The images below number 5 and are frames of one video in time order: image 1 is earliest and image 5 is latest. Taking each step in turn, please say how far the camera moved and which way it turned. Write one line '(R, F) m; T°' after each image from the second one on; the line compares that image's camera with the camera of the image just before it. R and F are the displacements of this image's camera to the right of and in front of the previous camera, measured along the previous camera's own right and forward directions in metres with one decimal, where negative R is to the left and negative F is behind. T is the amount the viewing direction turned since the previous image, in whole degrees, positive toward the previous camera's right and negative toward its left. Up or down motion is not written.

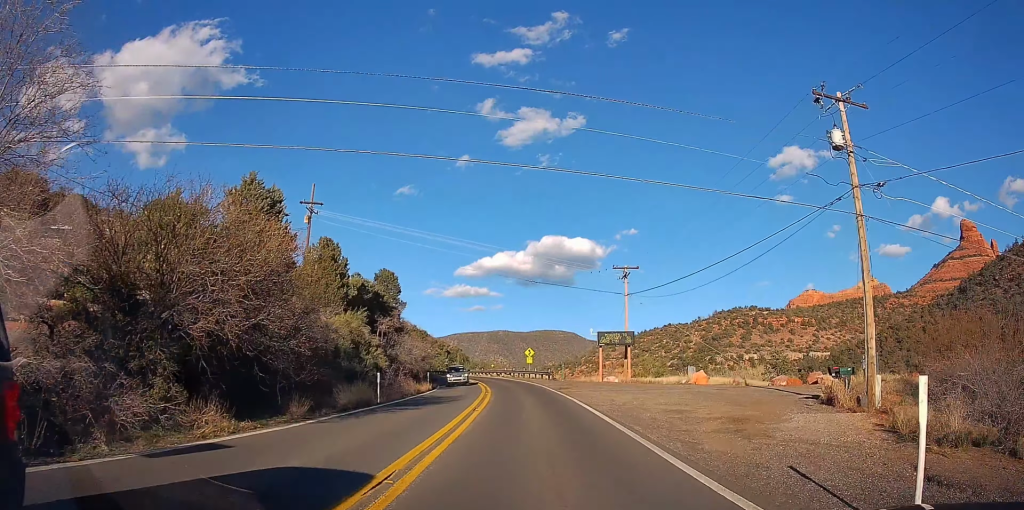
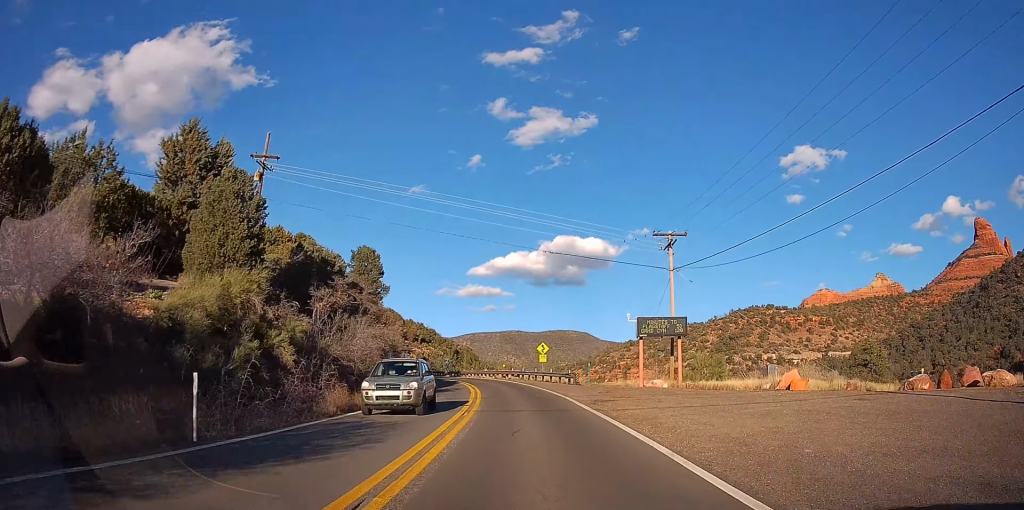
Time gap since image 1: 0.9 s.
(-0.2, +14.3) m; -2°
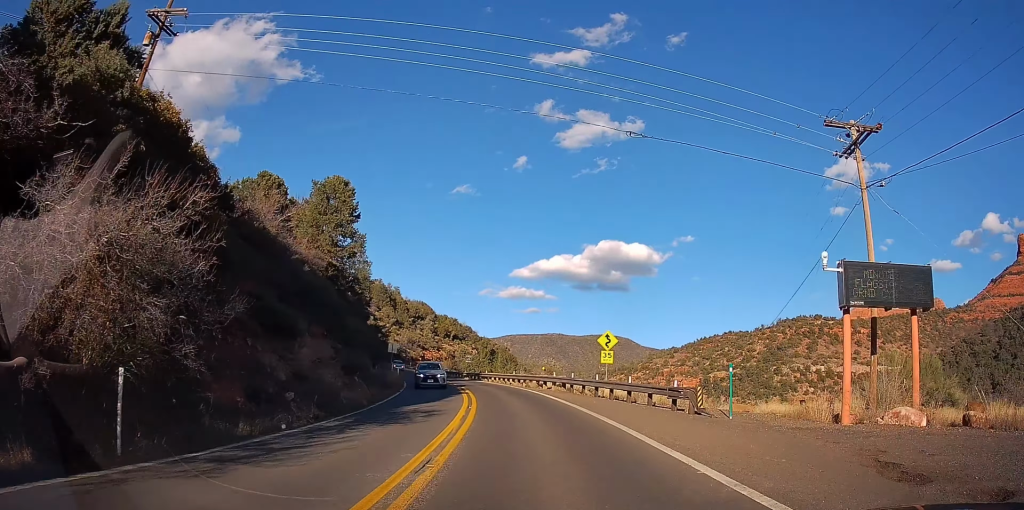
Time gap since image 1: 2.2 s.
(-0.2, +21.8) m; 0°
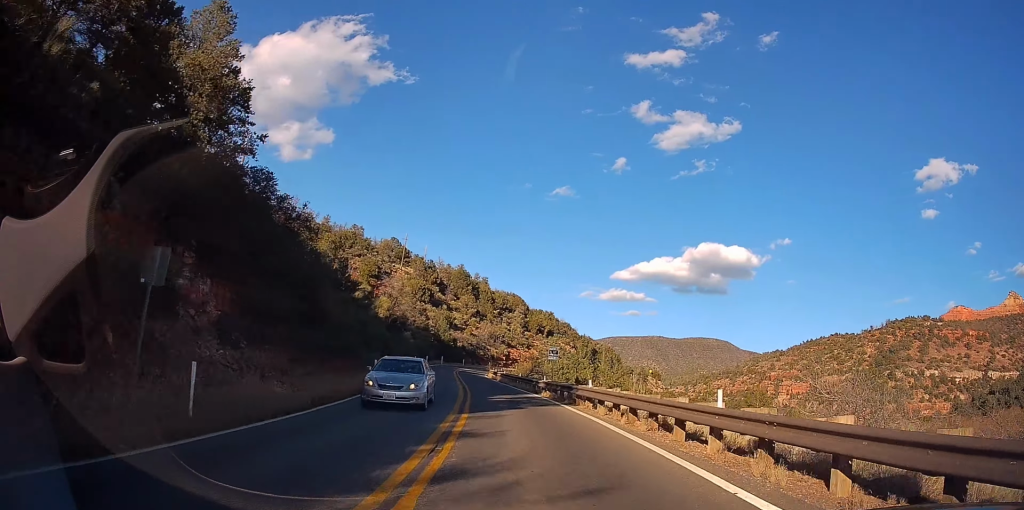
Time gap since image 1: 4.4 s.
(-2.3, +35.1) m; -10°
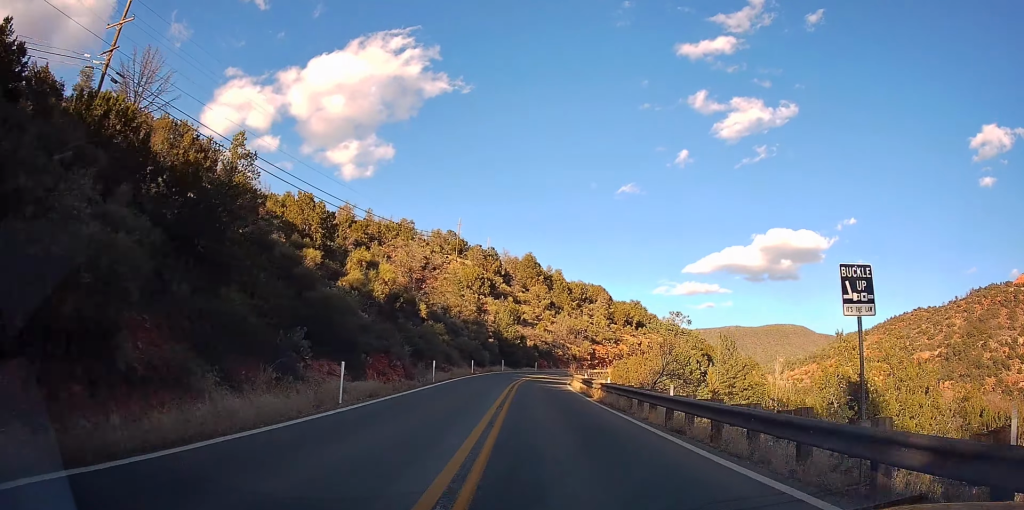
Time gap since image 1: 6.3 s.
(-1.5, +27.8) m; -6°
